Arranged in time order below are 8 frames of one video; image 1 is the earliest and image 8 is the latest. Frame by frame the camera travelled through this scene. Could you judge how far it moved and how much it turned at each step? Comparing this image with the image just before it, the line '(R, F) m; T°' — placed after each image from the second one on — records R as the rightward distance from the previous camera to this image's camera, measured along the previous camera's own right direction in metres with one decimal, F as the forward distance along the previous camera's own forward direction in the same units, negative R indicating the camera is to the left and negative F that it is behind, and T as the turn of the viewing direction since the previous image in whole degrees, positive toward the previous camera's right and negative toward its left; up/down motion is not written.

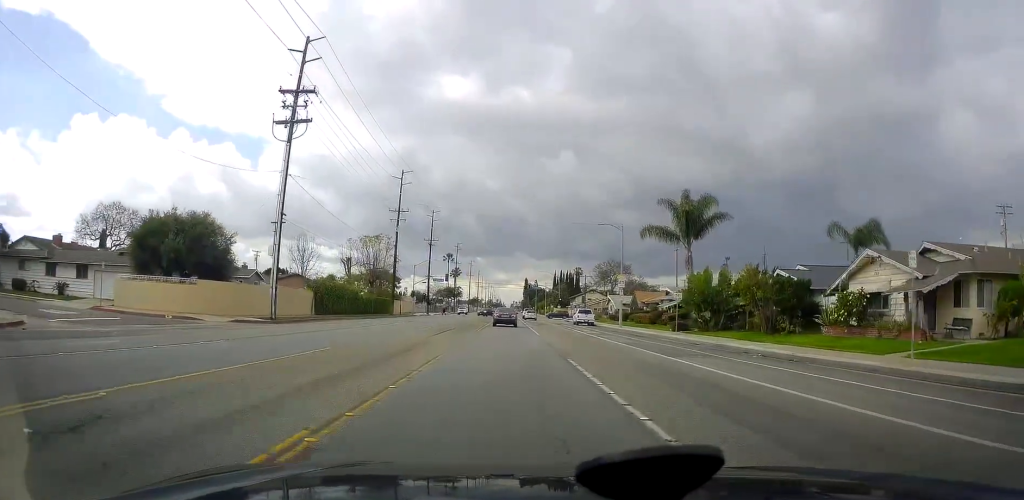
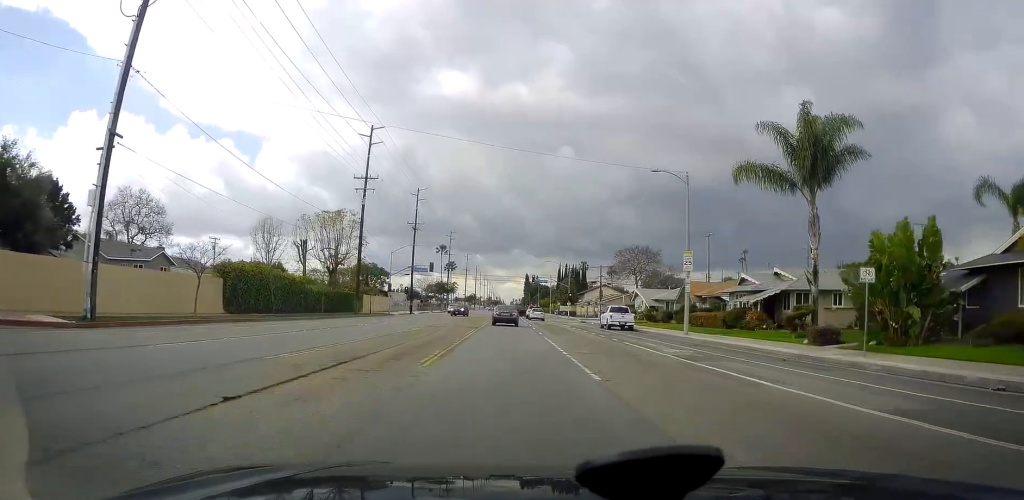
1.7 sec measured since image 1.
(-0.3, +22.0) m; +1°
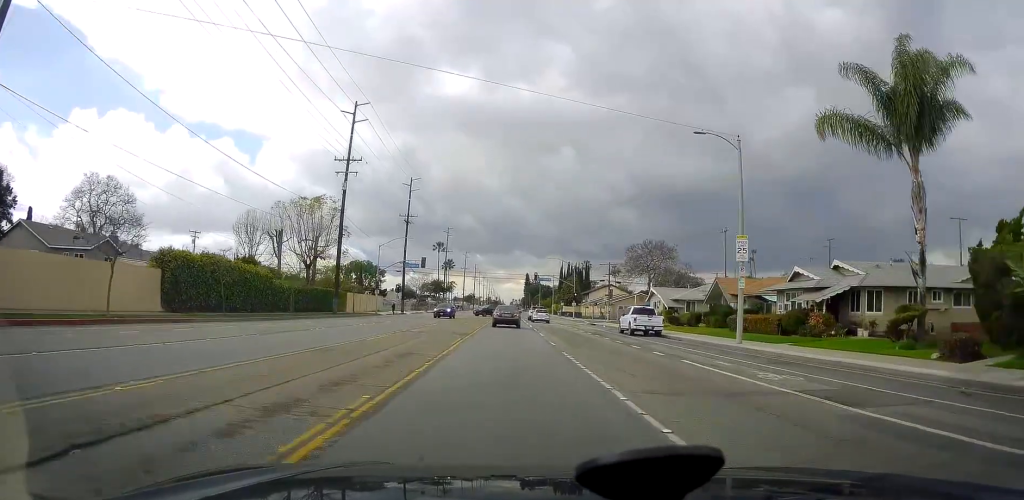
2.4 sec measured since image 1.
(+0.2, +8.7) m; +1°
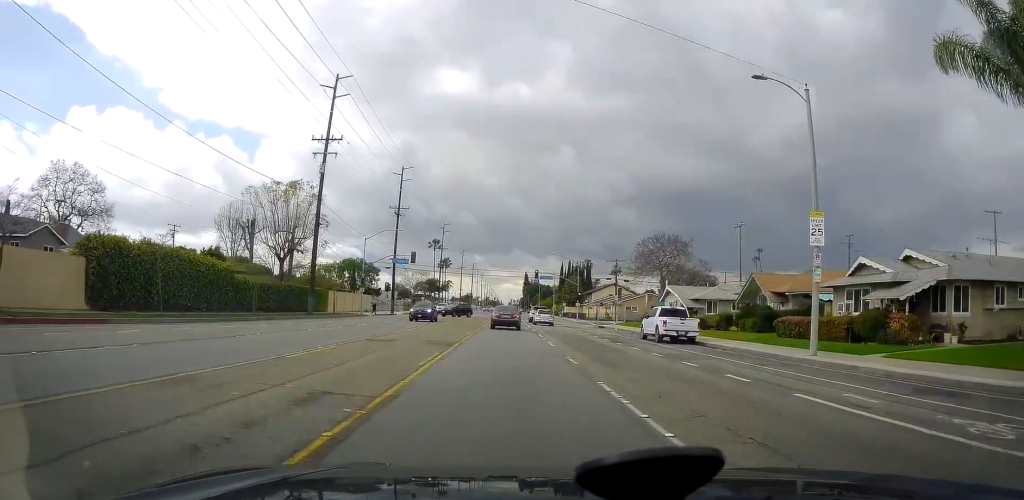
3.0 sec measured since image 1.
(0.0, +7.5) m; 0°
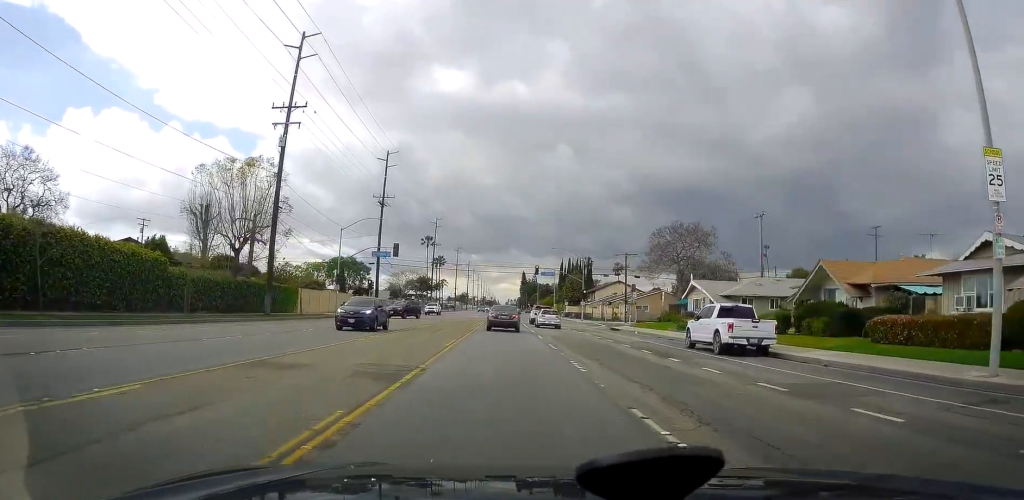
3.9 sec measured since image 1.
(0.0, +9.7) m; 0°
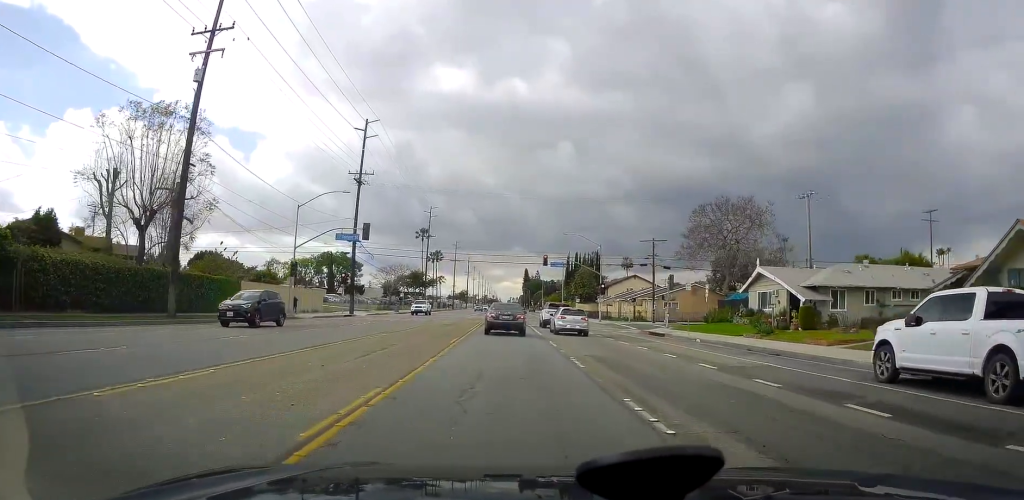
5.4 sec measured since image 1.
(0.0, +14.7) m; 0°
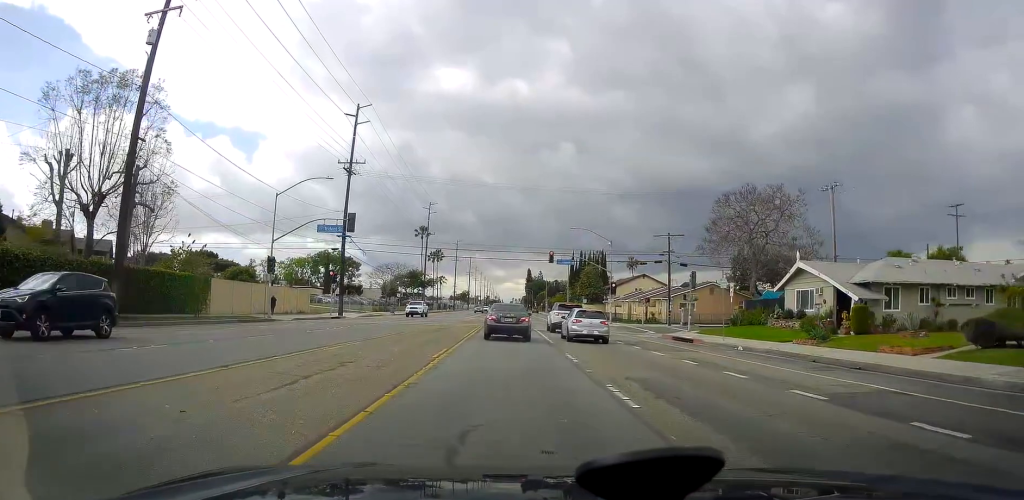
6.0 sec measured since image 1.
(0.0, +5.8) m; 0°
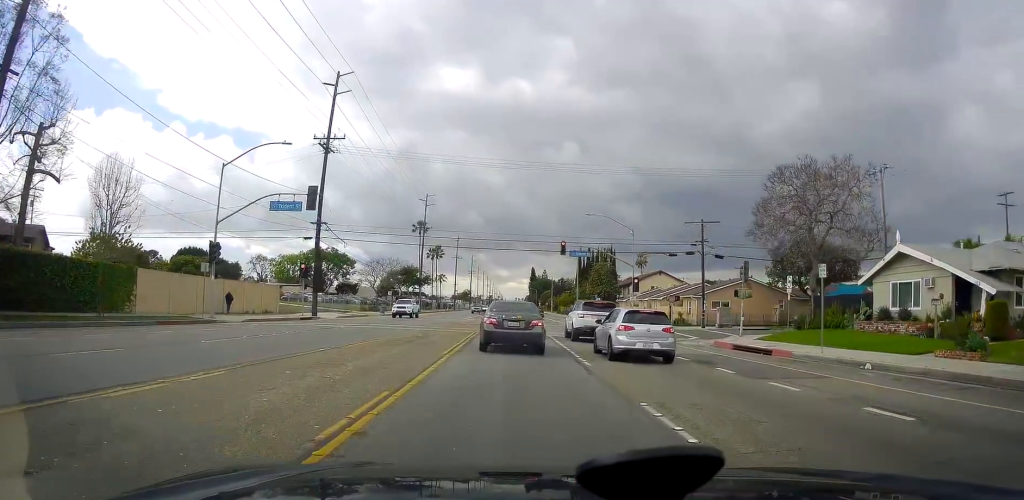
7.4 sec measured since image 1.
(0.0, +10.2) m; 0°
